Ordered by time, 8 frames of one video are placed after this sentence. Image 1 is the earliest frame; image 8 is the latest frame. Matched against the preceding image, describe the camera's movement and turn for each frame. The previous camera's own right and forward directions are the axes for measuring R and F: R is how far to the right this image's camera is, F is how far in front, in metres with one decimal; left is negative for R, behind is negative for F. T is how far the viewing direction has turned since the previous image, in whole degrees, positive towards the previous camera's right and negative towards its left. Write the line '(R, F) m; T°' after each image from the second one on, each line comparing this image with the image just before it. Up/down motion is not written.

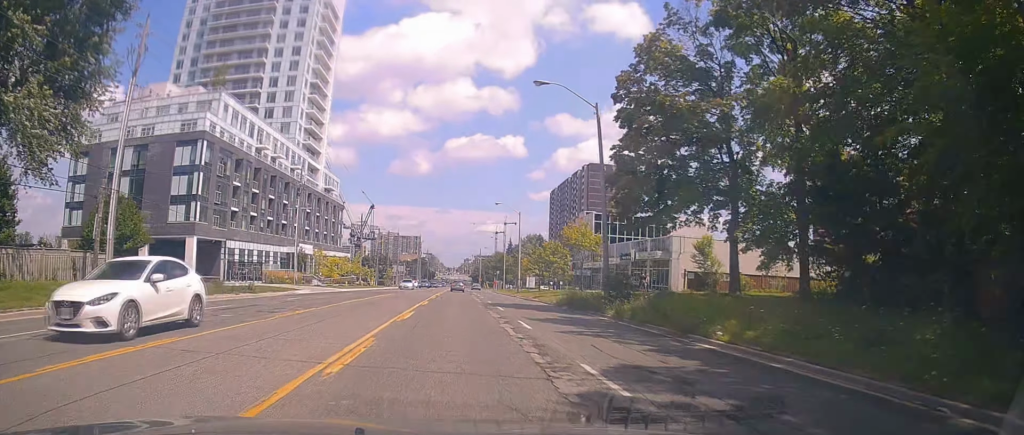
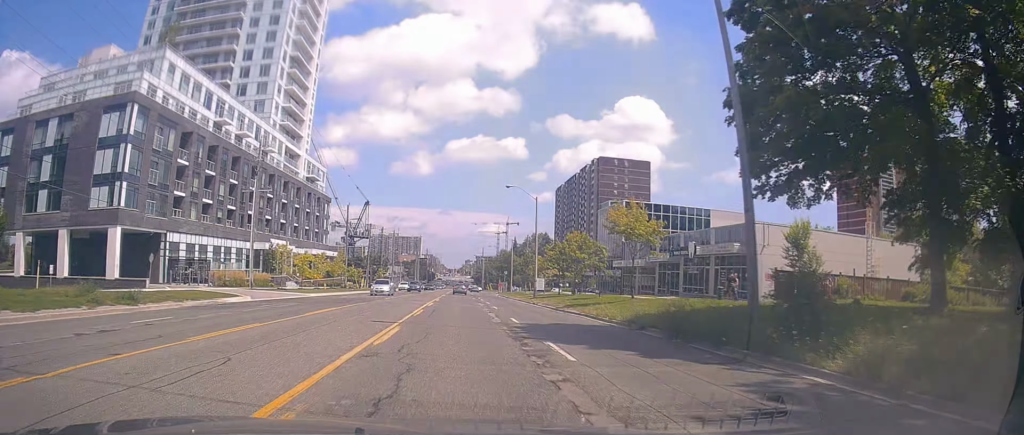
(-0.2, +14.6) m; -2°
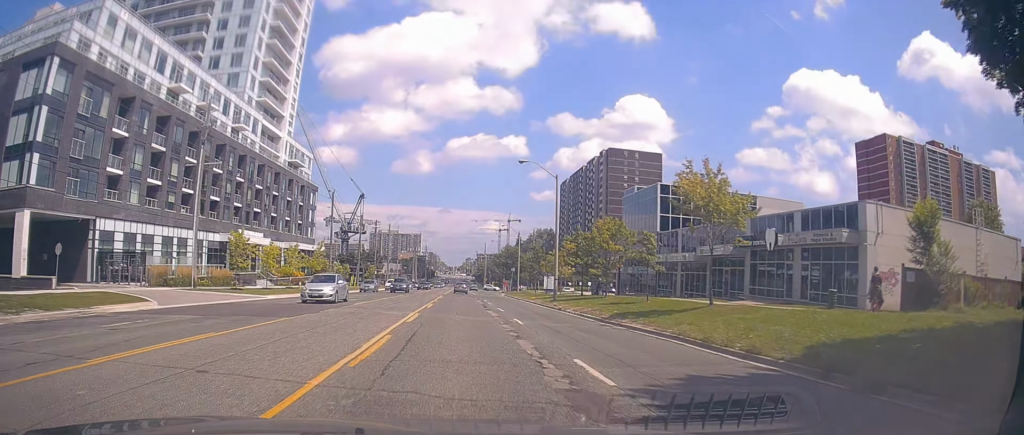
(-0.3, +11.3) m; +1°
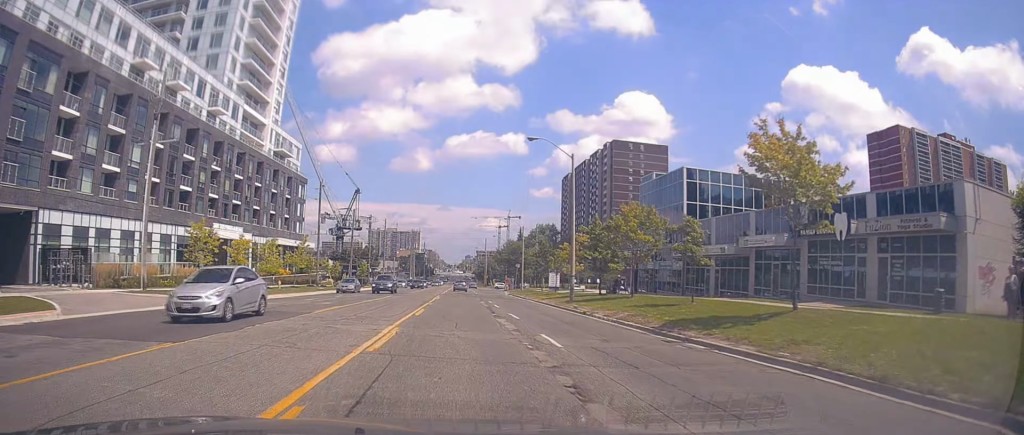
(0.0, +6.7) m; 0°
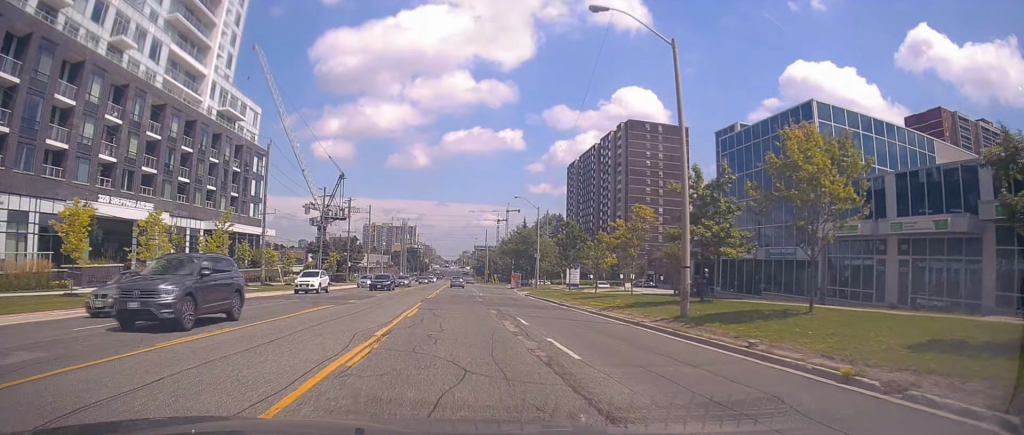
(+0.3, +19.8) m; -1°
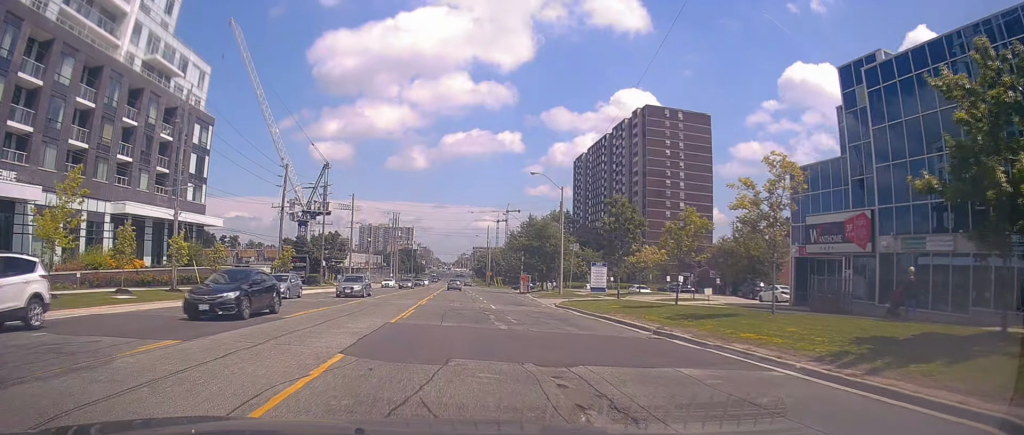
(-0.2, +17.3) m; 0°
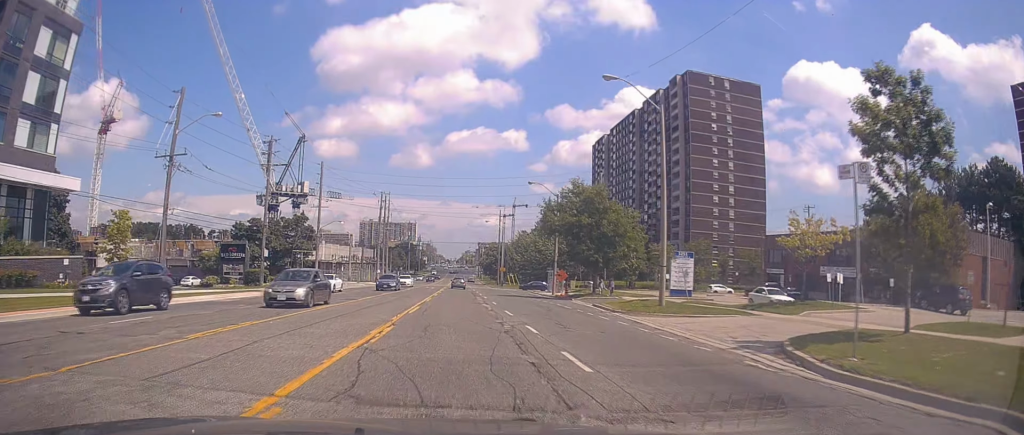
(-0.1, +26.2) m; -1°
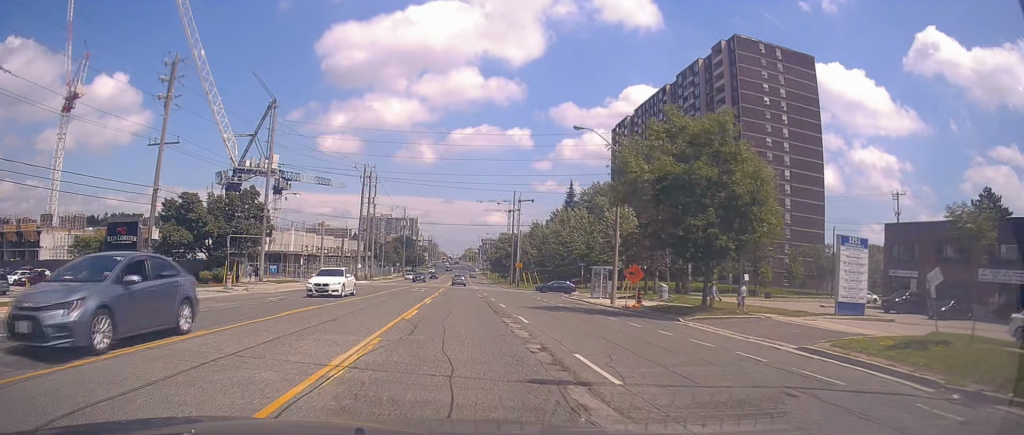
(+0.2, +21.9) m; +1°
